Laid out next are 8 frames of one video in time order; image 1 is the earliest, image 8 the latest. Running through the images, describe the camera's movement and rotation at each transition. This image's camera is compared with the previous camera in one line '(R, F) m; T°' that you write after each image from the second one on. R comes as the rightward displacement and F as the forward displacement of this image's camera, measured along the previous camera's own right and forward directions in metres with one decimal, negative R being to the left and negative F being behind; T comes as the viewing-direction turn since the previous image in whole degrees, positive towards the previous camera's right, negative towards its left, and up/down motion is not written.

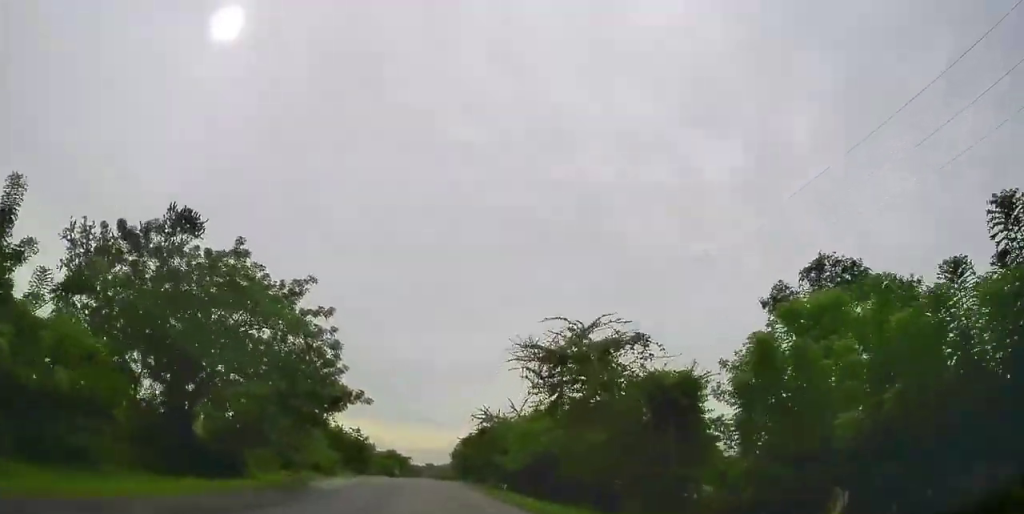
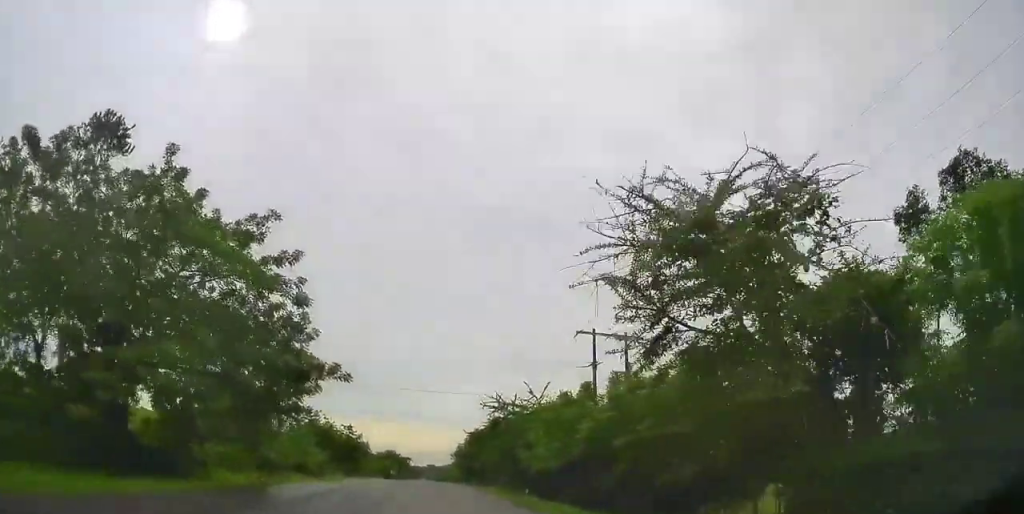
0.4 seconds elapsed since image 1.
(0.0, +8.8) m; 0°
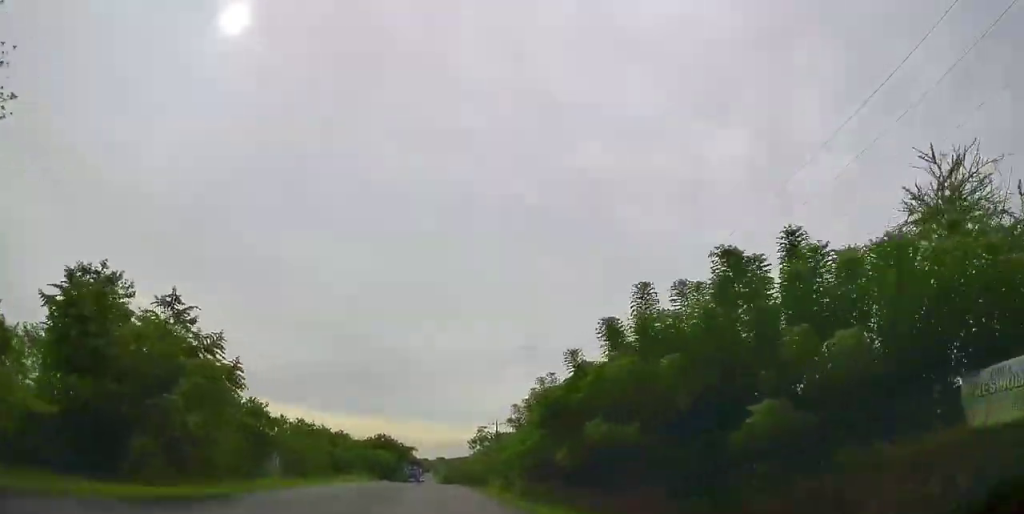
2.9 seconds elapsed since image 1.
(-0.2, +52.7) m; 0°
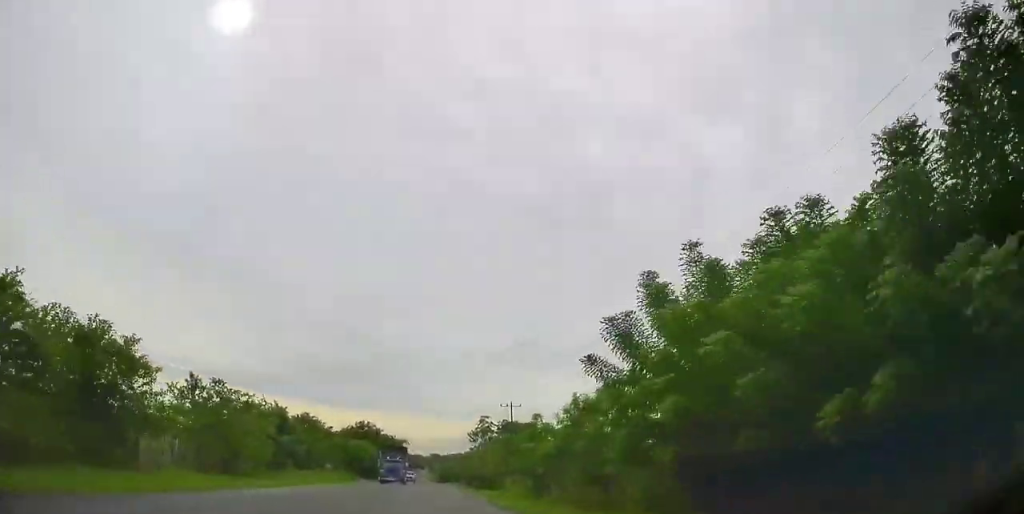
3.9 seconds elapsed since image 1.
(+0.2, +20.8) m; +1°
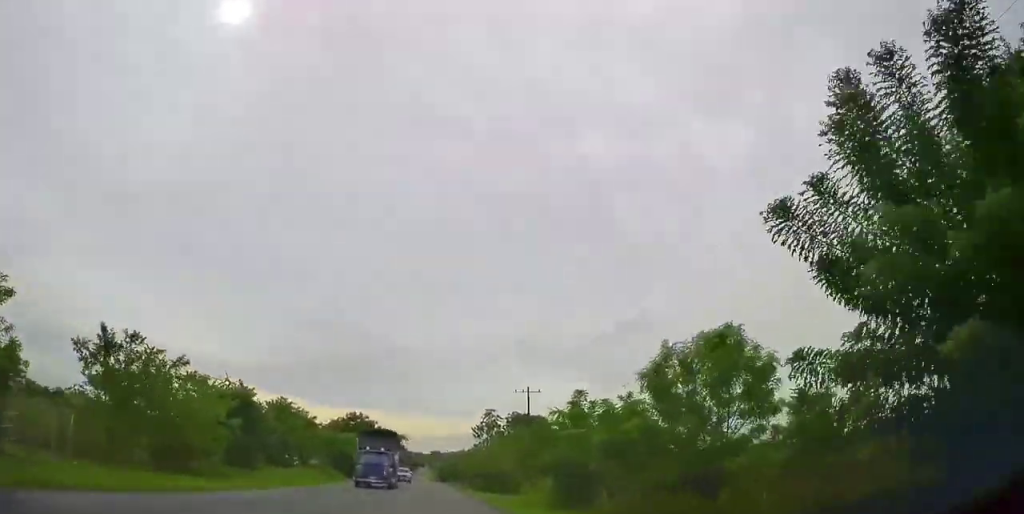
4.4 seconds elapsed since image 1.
(+0.1, +10.8) m; 0°
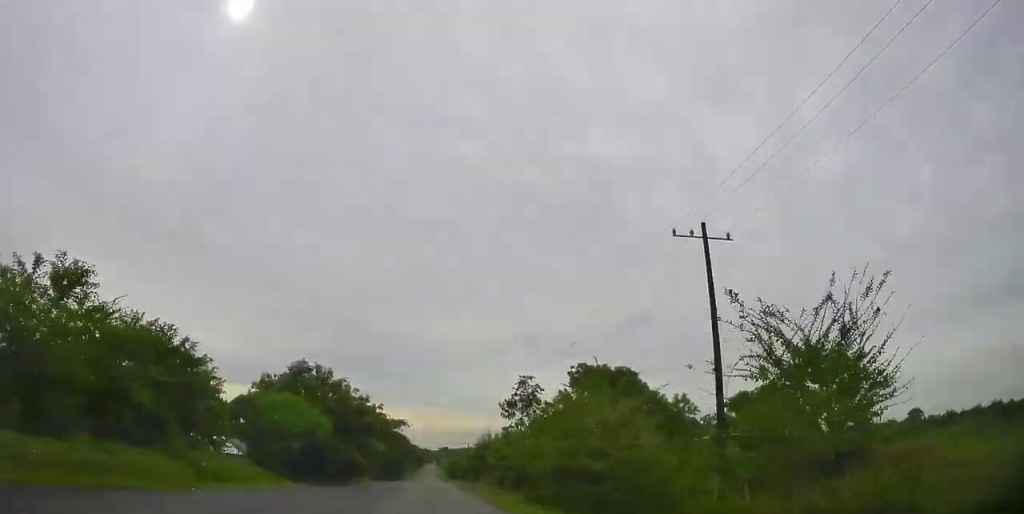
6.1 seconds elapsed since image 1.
(-1.0, +34.9) m; -2°
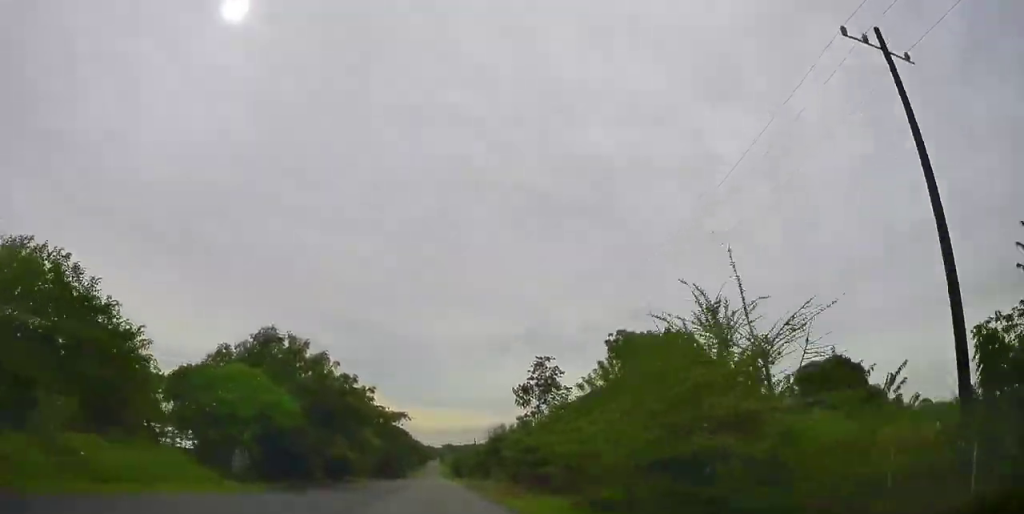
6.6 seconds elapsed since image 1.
(0.0, +10.0) m; 0°
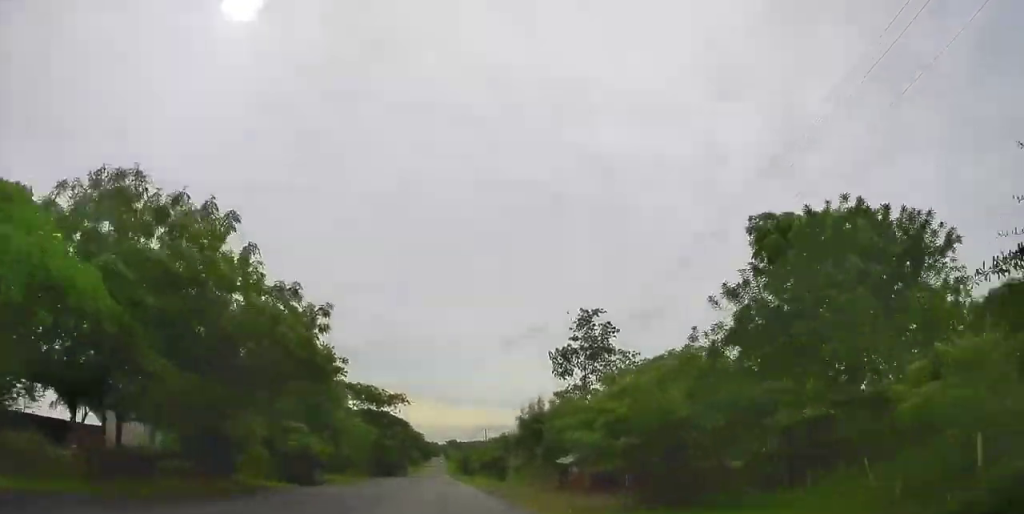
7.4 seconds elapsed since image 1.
(+0.5, +18.5) m; +1°
